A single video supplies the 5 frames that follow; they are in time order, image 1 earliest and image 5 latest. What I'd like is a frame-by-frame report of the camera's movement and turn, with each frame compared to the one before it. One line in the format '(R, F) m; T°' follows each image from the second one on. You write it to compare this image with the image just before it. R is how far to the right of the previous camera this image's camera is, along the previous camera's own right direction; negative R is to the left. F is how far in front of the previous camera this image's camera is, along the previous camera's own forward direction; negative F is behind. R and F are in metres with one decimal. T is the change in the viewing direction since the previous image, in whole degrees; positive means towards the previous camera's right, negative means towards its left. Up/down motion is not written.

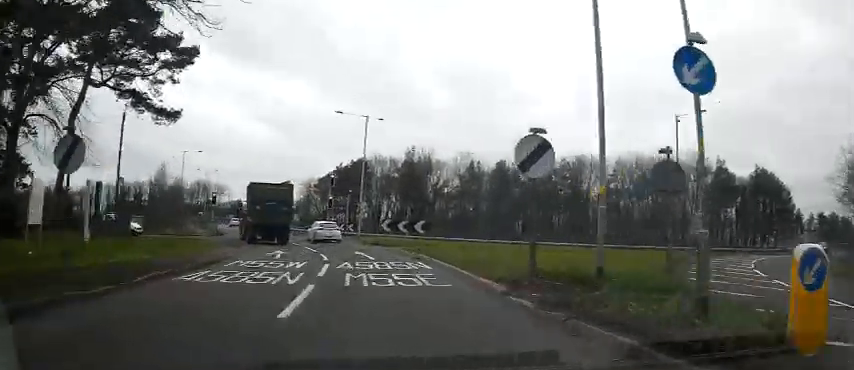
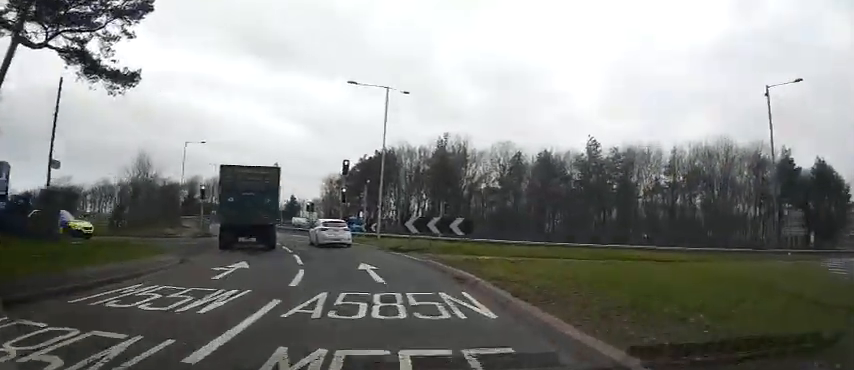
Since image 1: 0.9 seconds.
(-0.1, +8.8) m; -4°
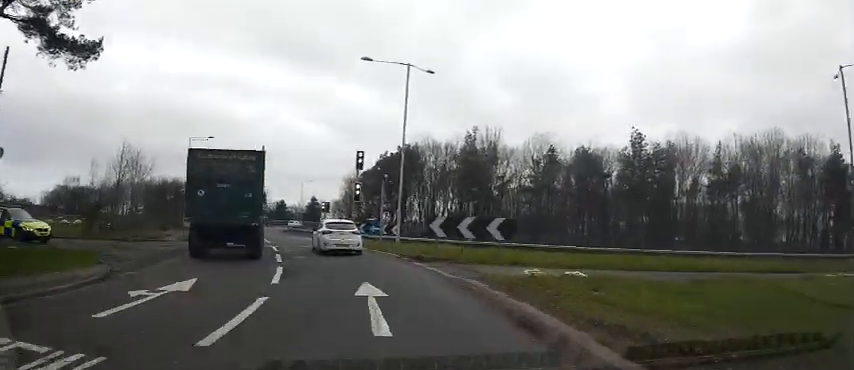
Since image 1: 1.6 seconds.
(-0.3, +5.4) m; -3°
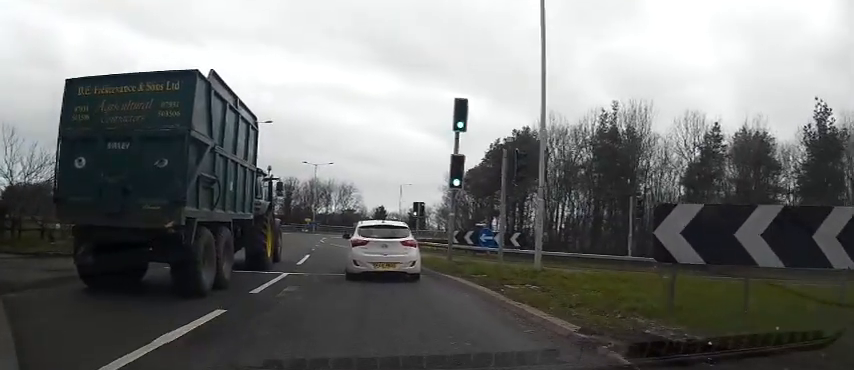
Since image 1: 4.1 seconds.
(-2.7, +14.6) m; -23°
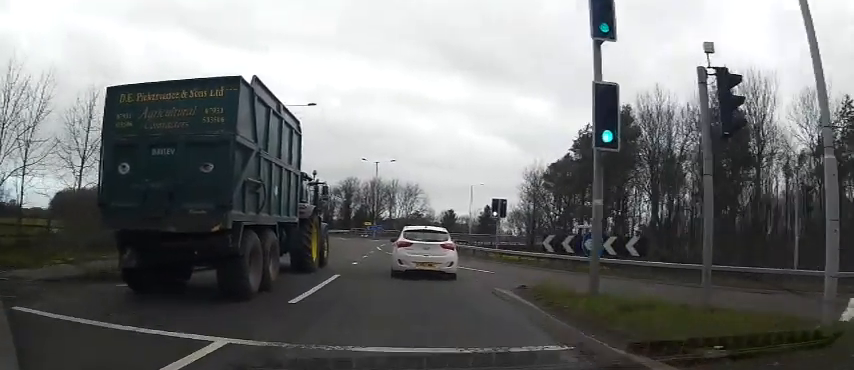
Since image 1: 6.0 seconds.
(0.0, +8.4) m; -1°
